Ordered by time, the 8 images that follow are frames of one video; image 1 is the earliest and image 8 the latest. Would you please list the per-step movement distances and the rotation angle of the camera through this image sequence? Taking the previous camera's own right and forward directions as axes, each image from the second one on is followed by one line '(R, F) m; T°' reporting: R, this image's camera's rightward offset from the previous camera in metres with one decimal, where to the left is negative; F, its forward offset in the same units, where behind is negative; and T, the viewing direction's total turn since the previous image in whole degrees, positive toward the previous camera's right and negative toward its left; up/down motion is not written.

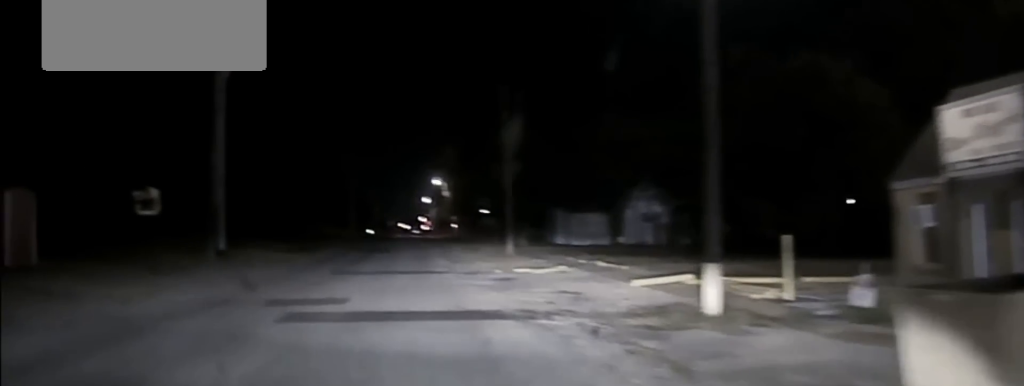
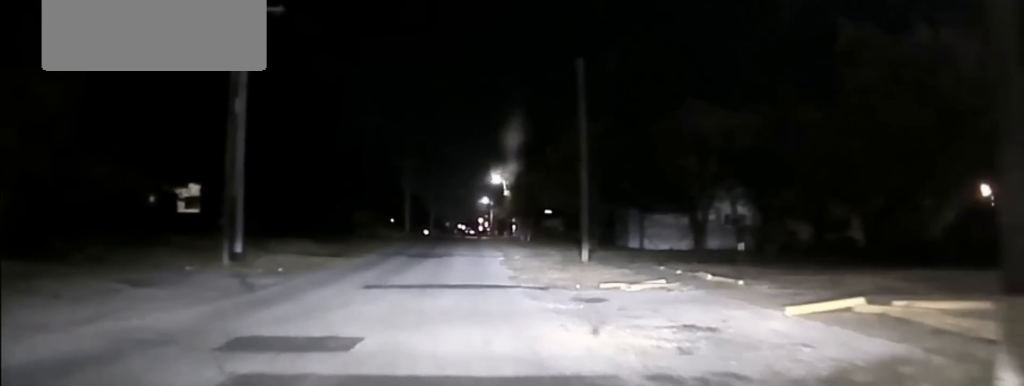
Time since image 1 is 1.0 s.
(-0.5, +7.4) m; -5°
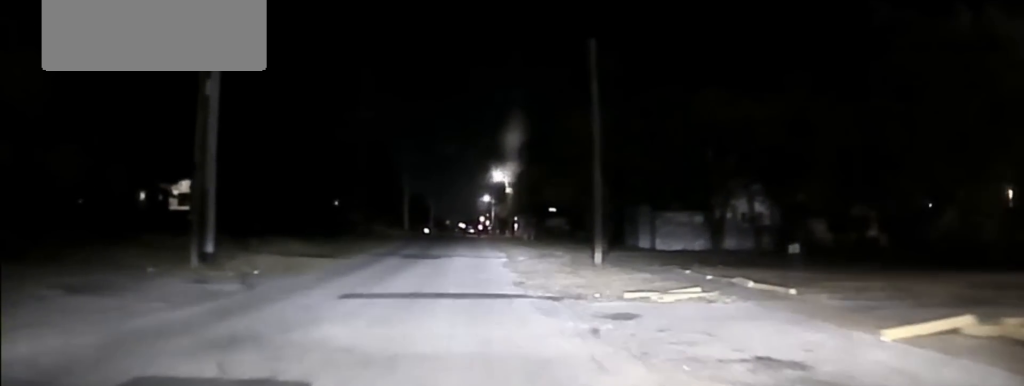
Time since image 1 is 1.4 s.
(-0.1, +3.9) m; -1°
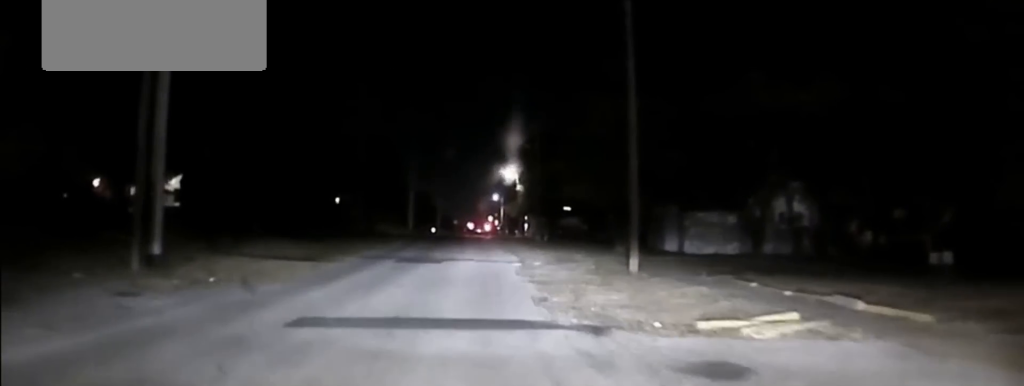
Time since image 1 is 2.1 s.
(0.0, +6.6) m; 0°
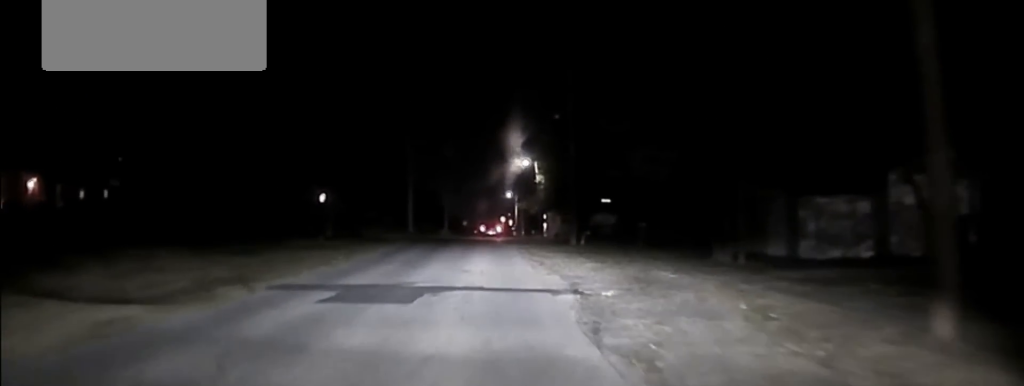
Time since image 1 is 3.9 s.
(0.0, +19.8) m; 0°
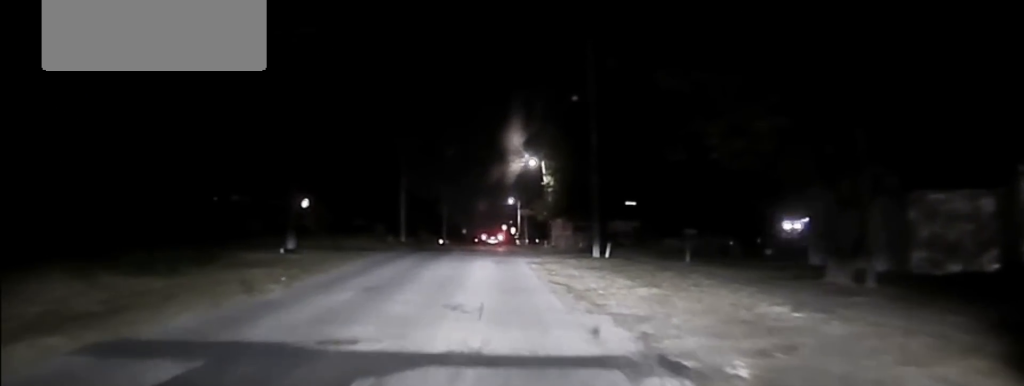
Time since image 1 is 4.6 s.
(0.0, +10.0) m; +1°
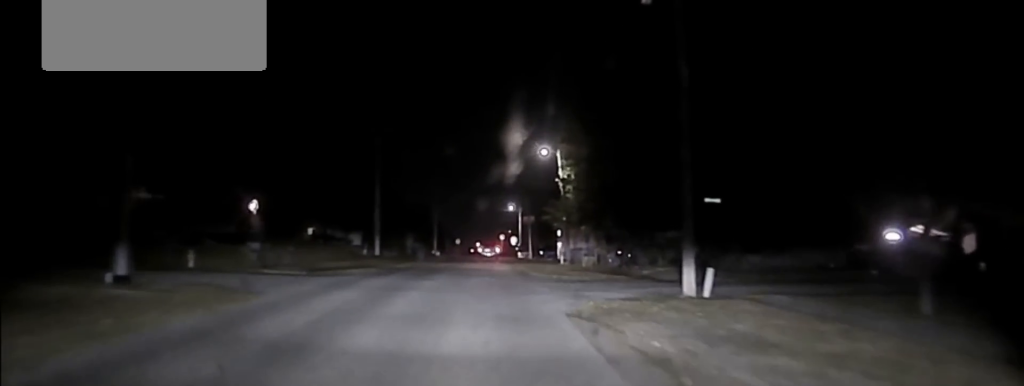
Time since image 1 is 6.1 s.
(+0.5, +20.0) m; +1°
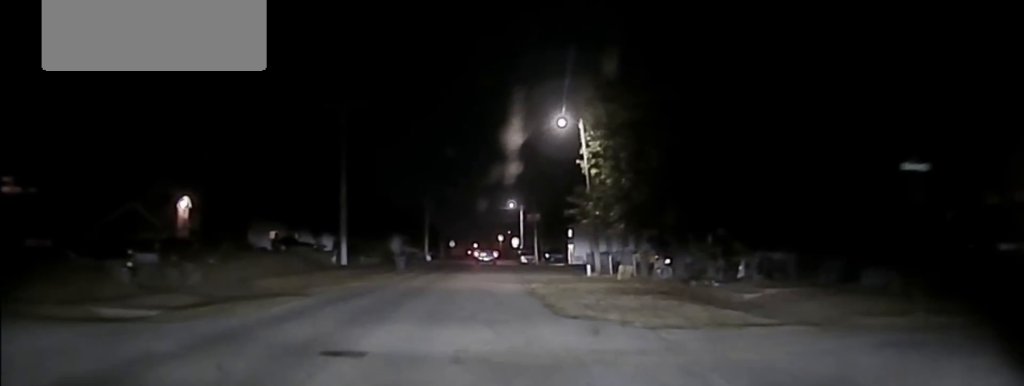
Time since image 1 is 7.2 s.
(-0.4, +15.8) m; -2°
